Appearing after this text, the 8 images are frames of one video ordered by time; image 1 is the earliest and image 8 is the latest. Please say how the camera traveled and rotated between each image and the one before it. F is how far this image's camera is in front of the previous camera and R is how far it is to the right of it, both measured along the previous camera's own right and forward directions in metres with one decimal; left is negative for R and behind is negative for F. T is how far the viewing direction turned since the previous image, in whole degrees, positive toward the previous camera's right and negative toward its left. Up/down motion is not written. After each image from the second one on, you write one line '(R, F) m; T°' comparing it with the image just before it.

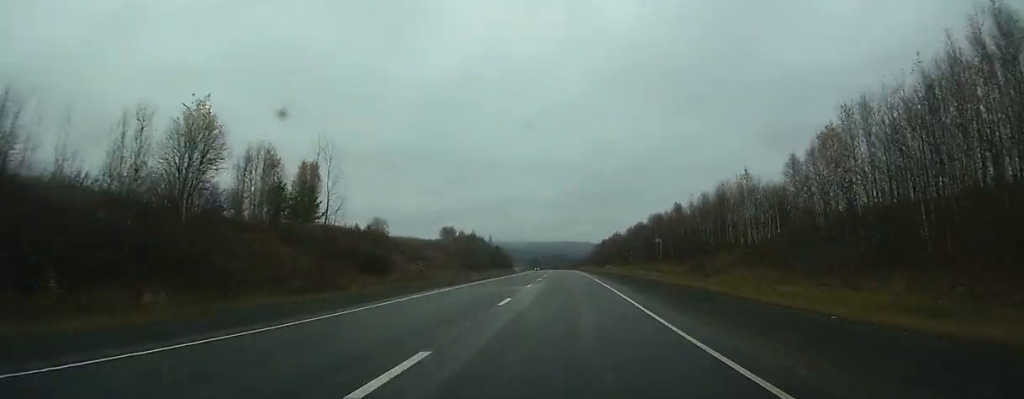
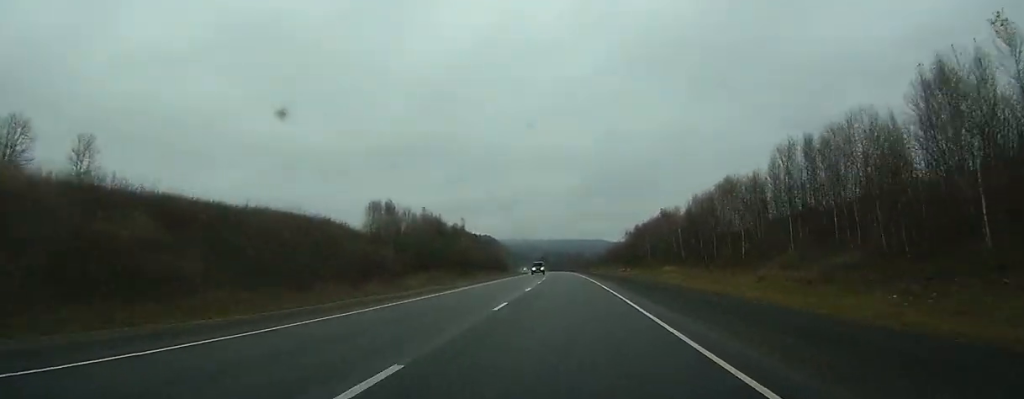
(-0.8, +73.2) m; -1°
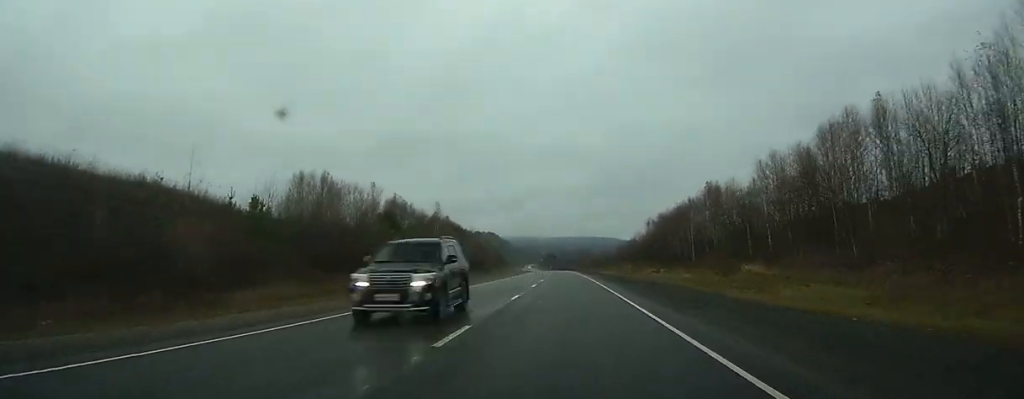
(-0.1, +31.2) m; -1°
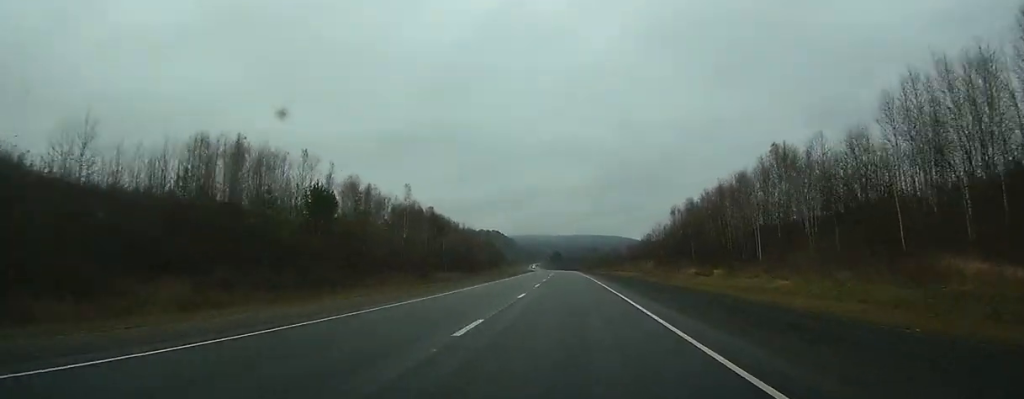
(-0.1, +22.5) m; 0°
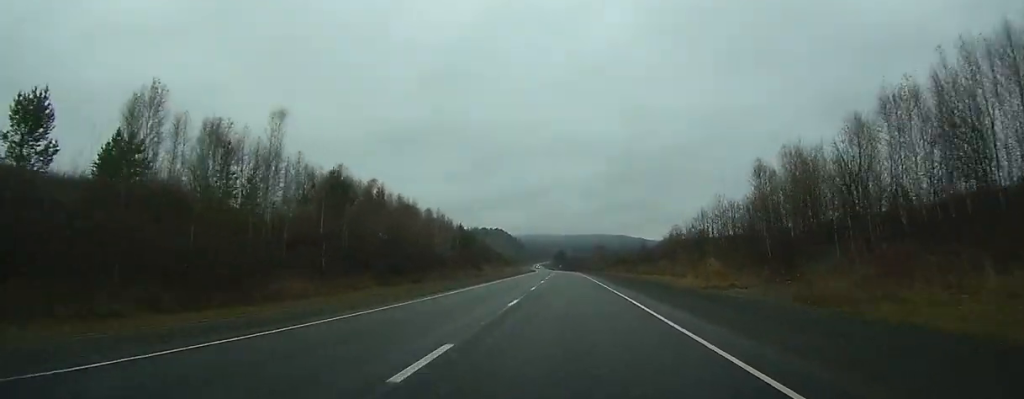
(-0.2, +39.7) m; +2°
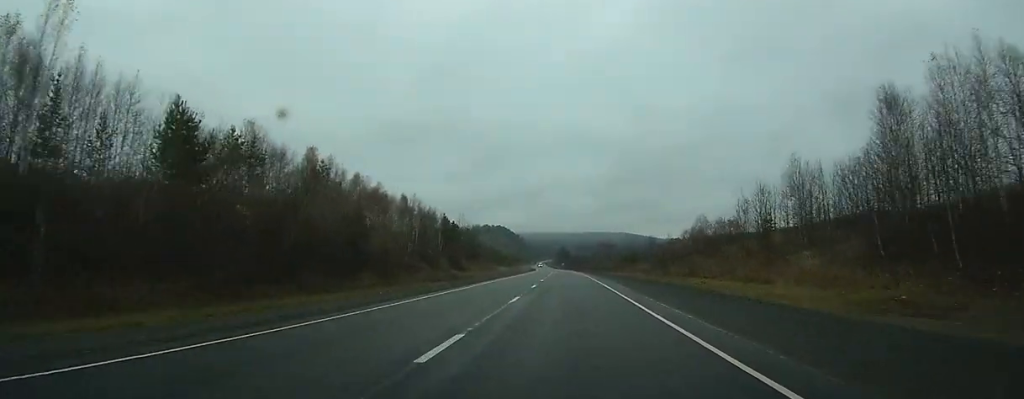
(-1.0, +22.5) m; +2°
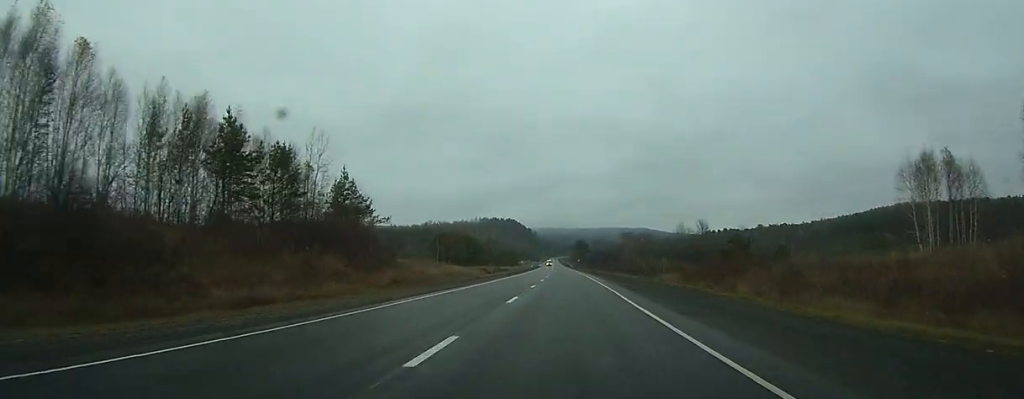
(-2.8, +82.6) m; -8°
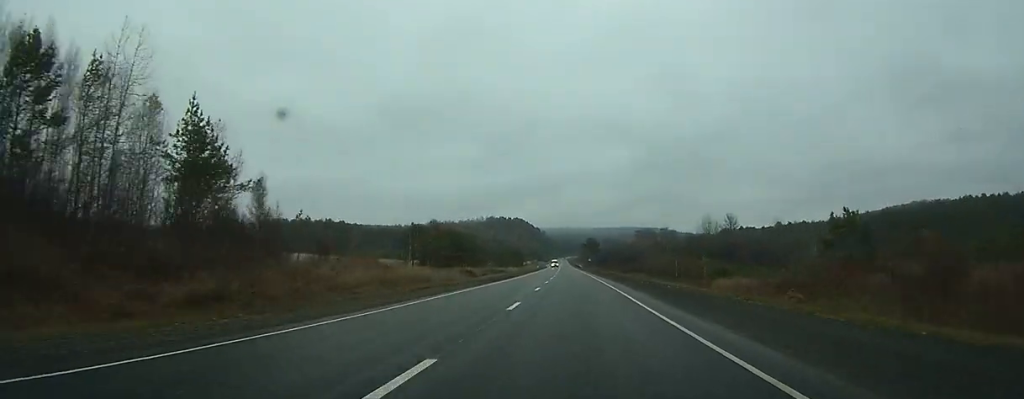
(-3.6, +26.4) m; -3°
